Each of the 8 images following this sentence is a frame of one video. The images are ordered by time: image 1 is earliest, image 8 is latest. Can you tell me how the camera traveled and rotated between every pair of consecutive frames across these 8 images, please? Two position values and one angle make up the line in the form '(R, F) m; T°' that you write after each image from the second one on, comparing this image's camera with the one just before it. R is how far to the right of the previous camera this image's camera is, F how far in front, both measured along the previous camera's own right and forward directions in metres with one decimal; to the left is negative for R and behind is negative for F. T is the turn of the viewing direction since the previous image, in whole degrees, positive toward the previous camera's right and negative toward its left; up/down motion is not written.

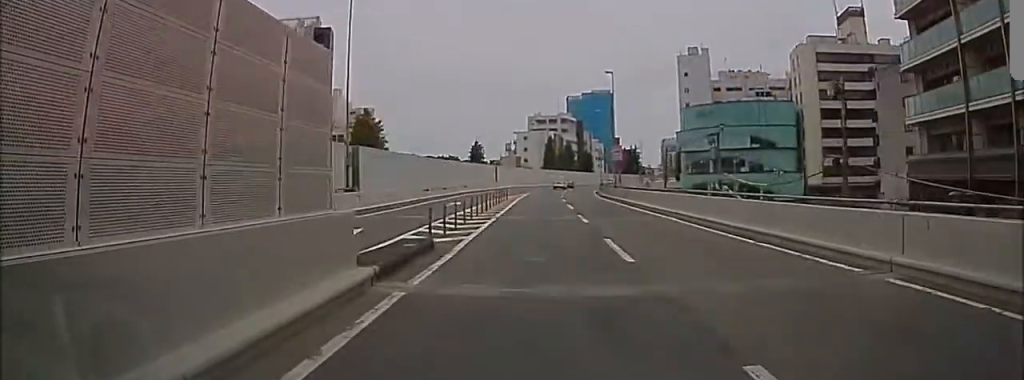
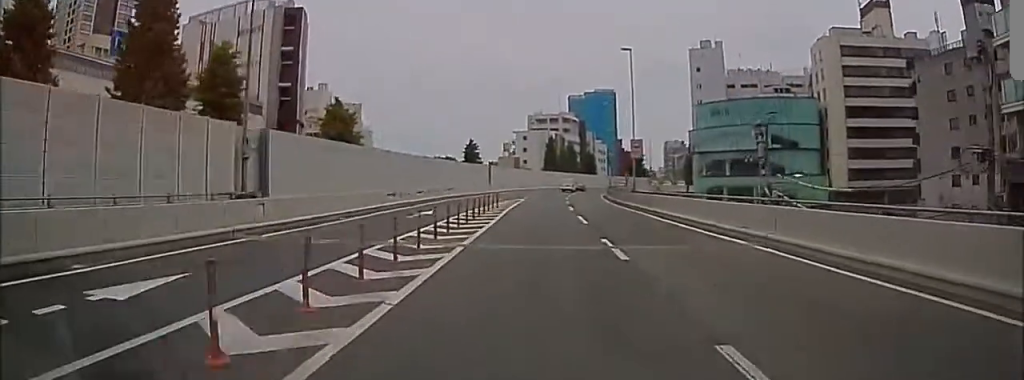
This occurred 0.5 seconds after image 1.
(-0.8, +10.0) m; -5°
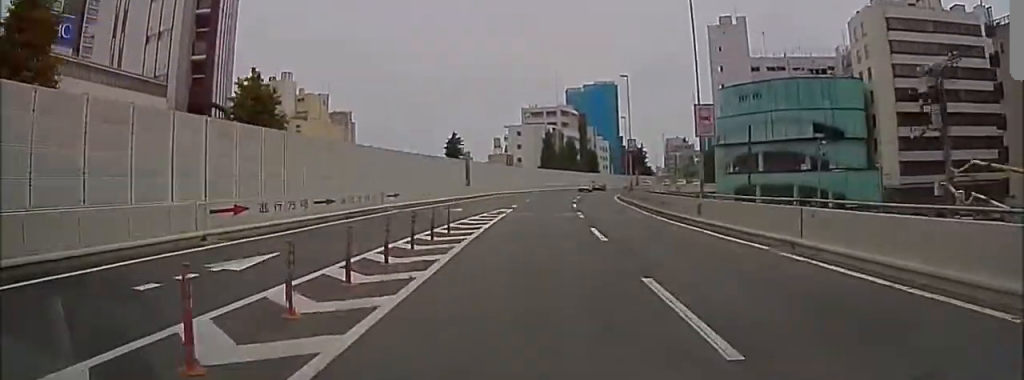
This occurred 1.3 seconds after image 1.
(-1.4, +16.7) m; -7°
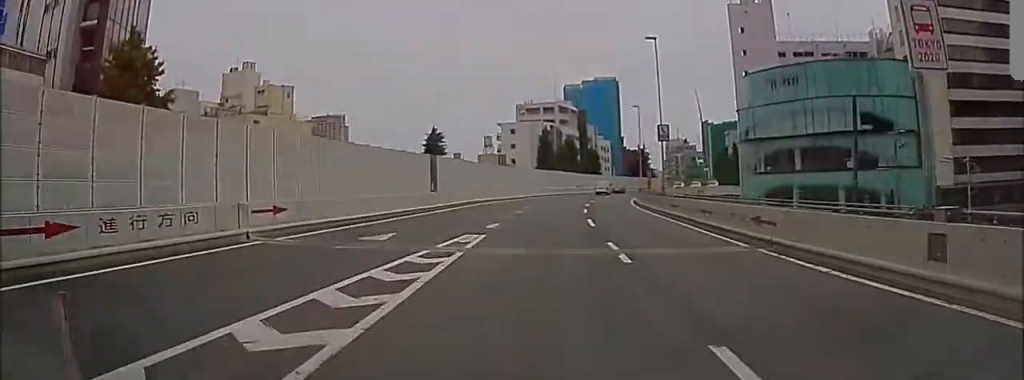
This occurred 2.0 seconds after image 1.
(-0.8, +13.6) m; -2°
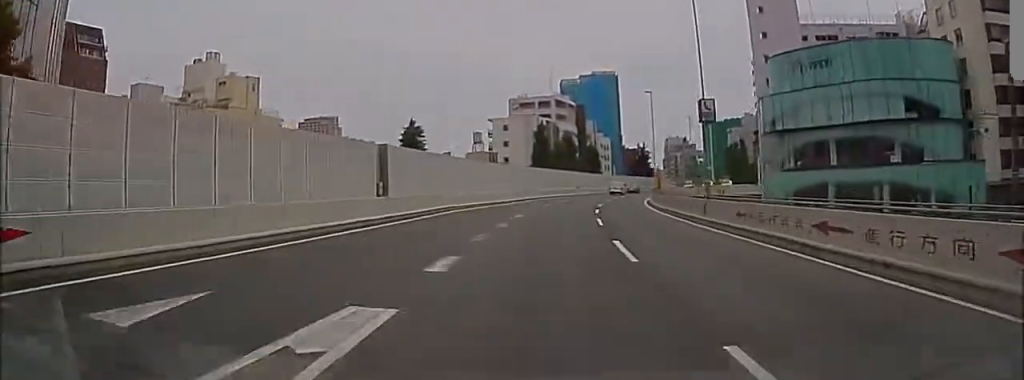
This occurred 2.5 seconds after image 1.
(+0.1, +10.7) m; +3°
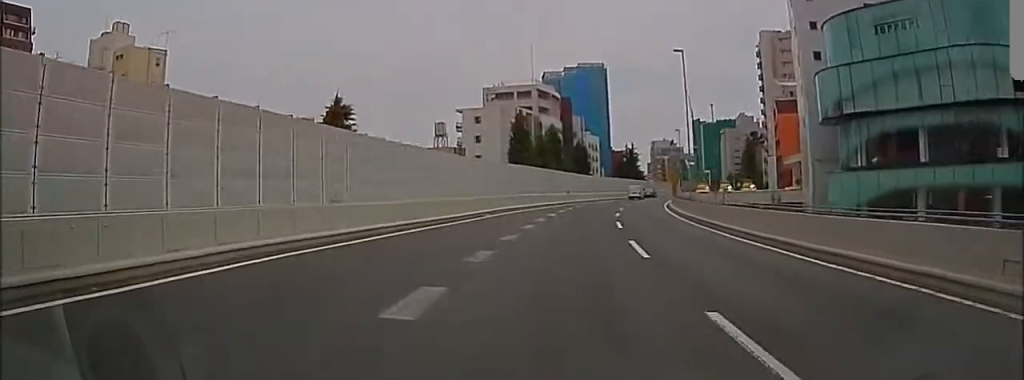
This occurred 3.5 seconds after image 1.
(+0.8, +18.2) m; +8°
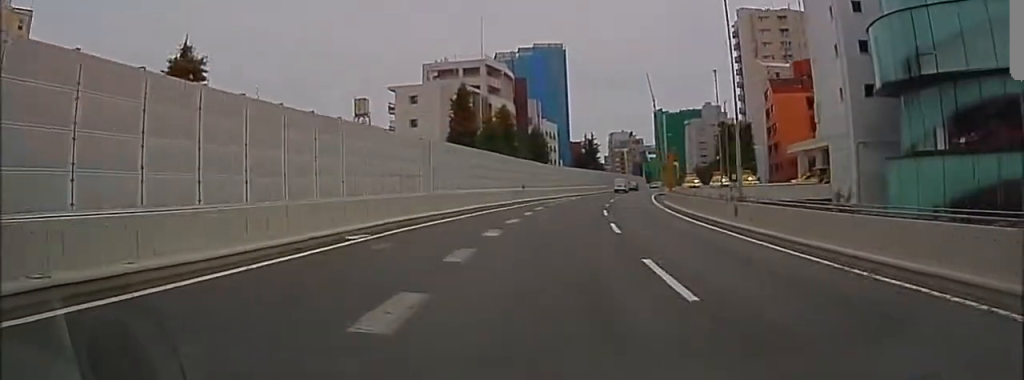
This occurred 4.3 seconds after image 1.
(+1.1, +15.2) m; +8°
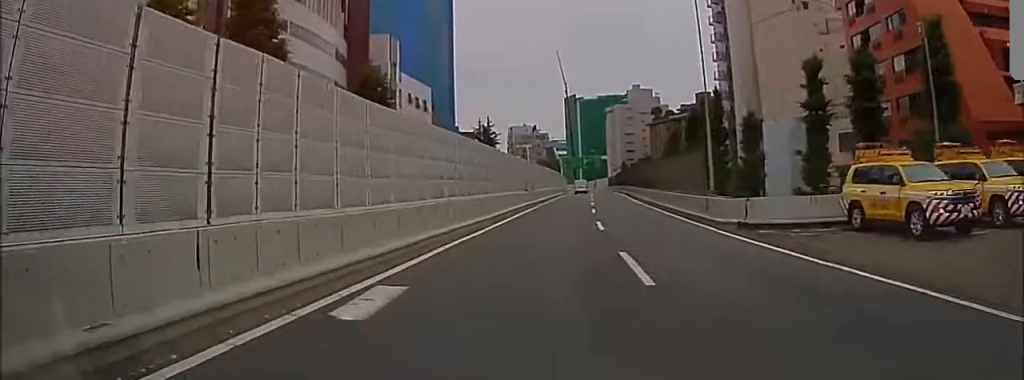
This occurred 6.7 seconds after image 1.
(-1.0, +48.5) m; +4°
